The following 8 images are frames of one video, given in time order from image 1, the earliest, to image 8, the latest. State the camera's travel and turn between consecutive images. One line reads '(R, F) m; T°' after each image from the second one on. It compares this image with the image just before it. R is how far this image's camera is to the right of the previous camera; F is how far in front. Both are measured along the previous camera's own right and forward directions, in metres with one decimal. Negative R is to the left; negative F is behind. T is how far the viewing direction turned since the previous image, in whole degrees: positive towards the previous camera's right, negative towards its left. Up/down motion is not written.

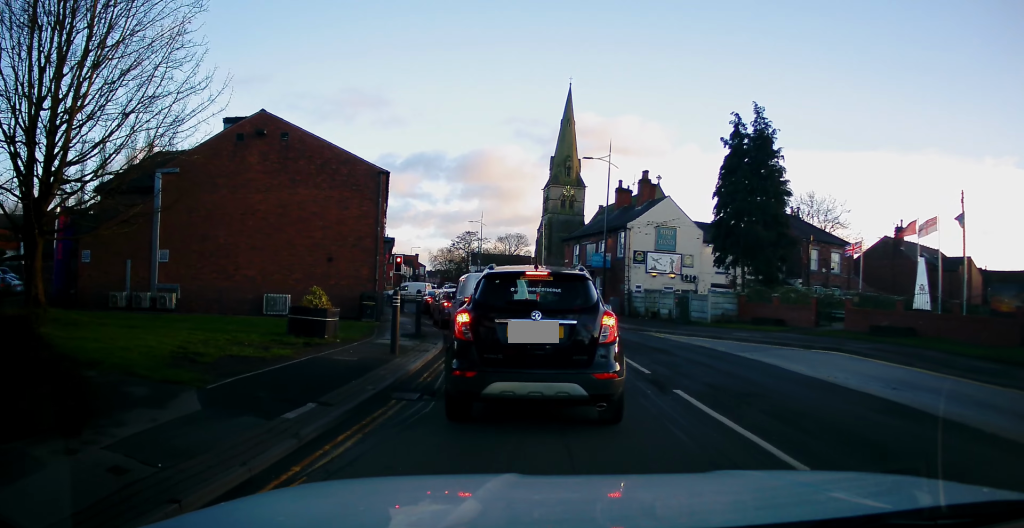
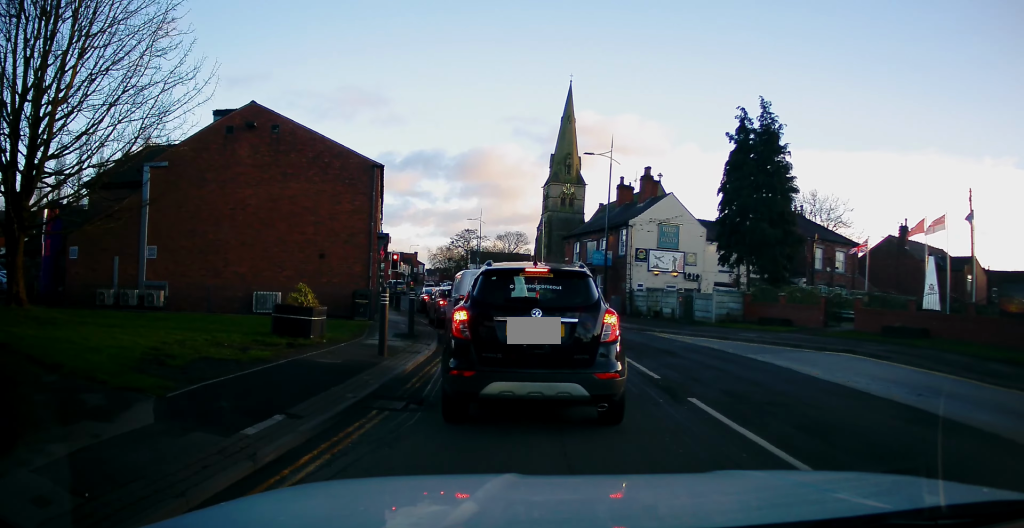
(0.0, +0.7) m; 0°
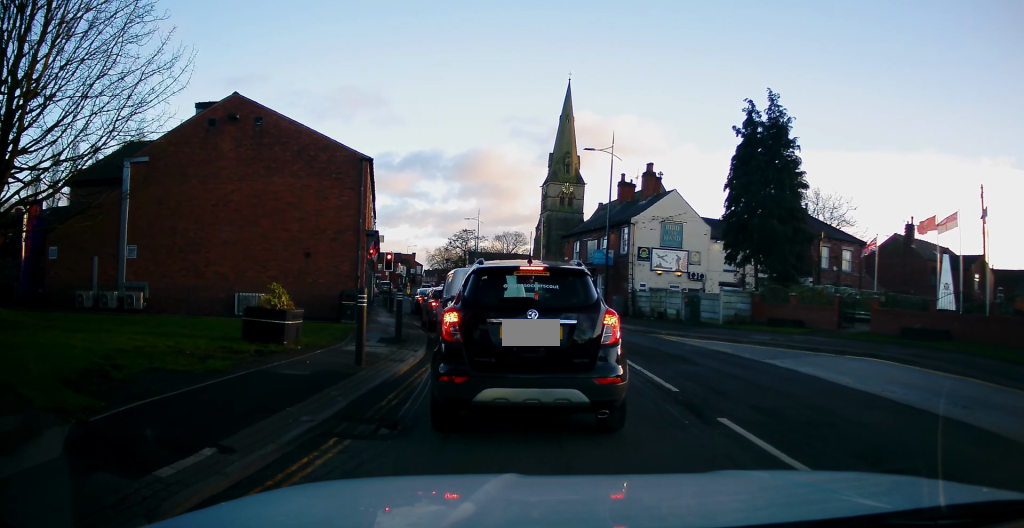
(0.0, +1.1) m; 0°
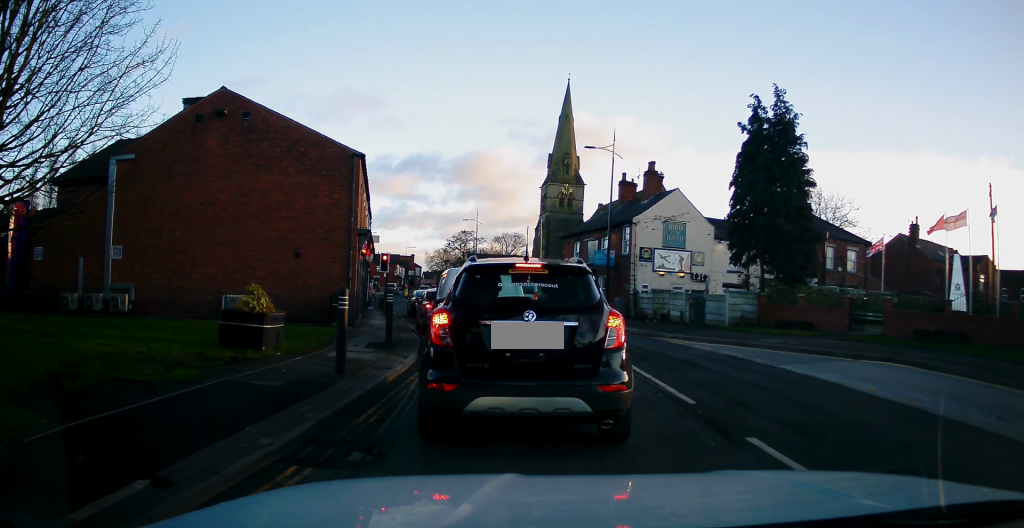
(0.0, +0.8) m; 0°
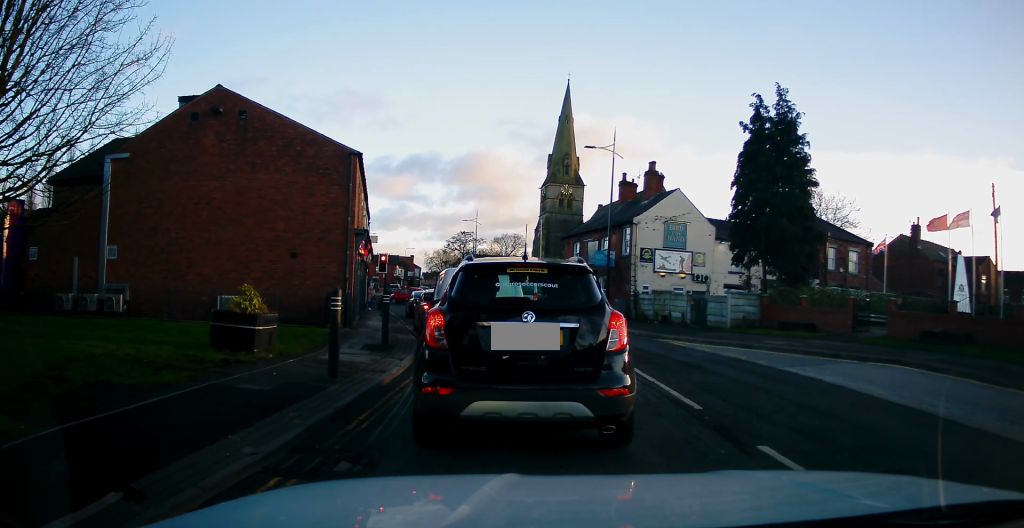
(0.0, +0.2) m; 0°
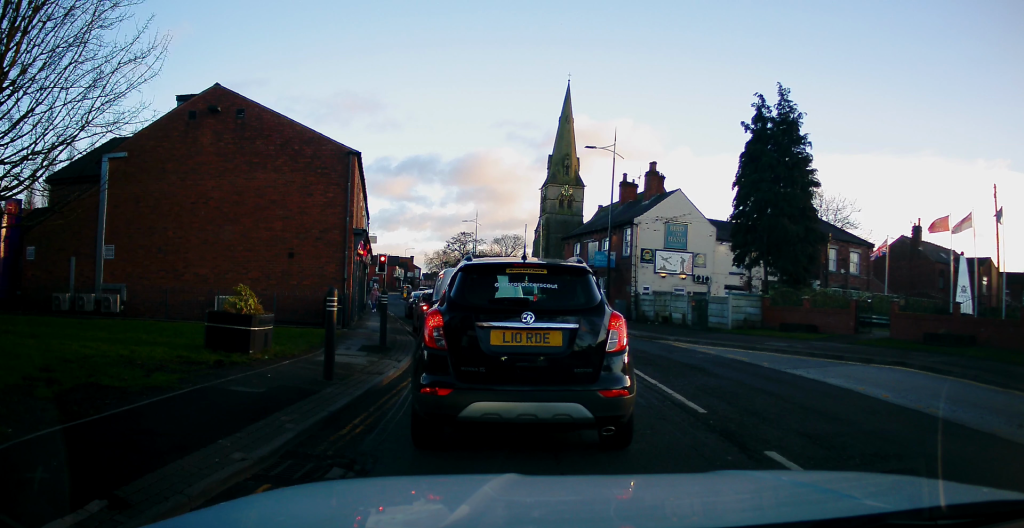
(0.0, +0.2) m; 0°
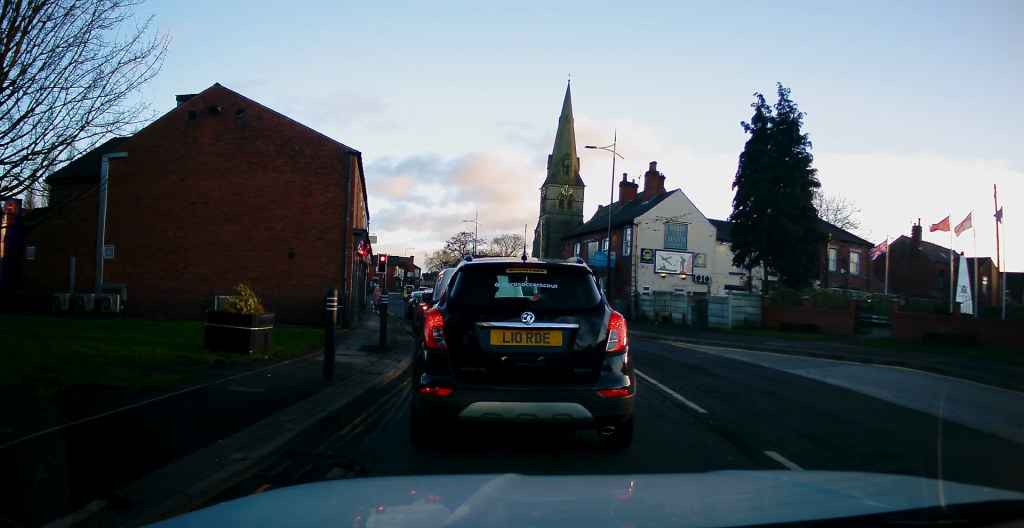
(0.0, 0.0) m; 0°
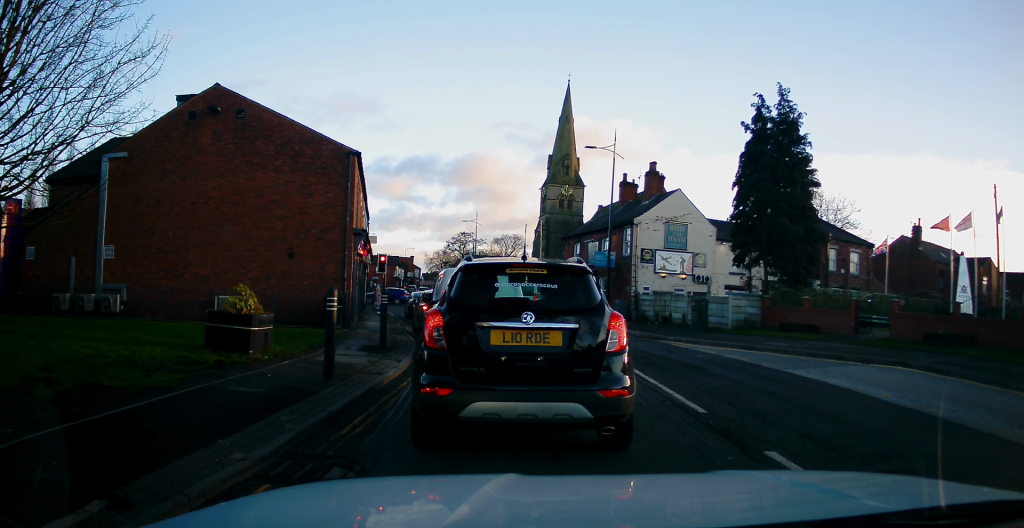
(0.0, 0.0) m; 0°
